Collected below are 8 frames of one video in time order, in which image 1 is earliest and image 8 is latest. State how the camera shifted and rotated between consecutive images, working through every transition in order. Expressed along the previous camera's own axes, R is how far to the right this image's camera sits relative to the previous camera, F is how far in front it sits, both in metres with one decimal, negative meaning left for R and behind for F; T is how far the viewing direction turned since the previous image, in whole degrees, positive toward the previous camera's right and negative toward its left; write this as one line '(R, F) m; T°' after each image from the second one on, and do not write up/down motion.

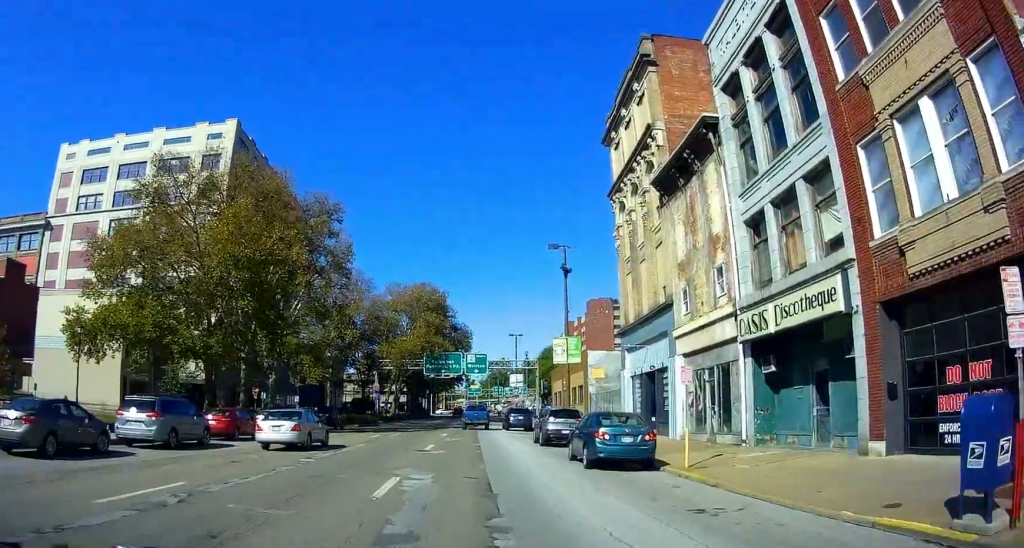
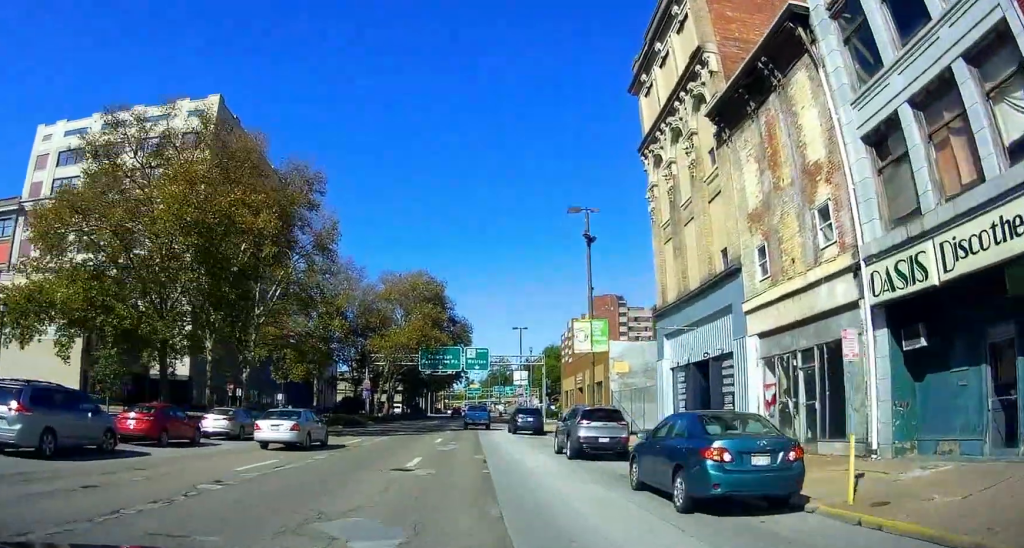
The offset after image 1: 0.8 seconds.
(+0.2, +7.3) m; -1°
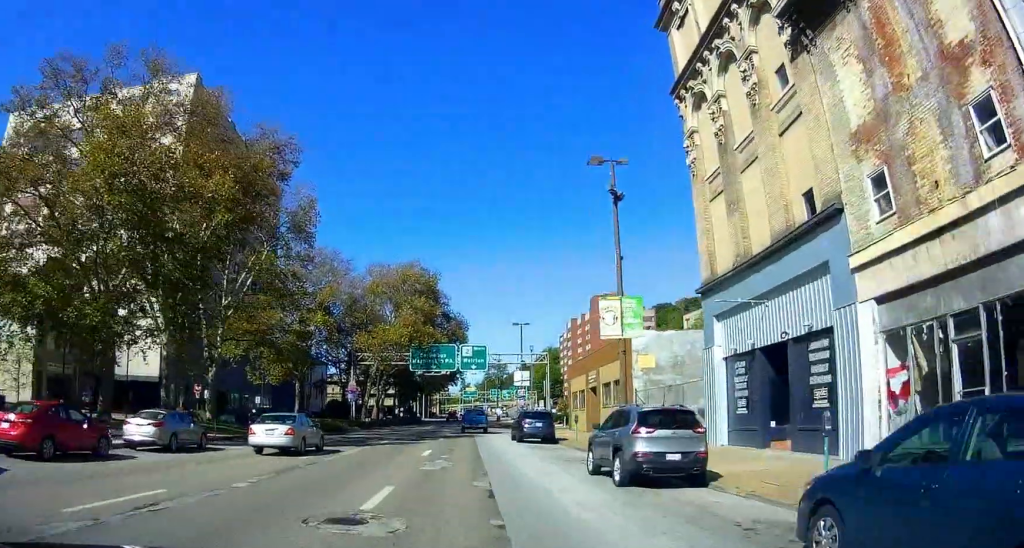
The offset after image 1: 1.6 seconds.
(-0.1, +6.9) m; -2°
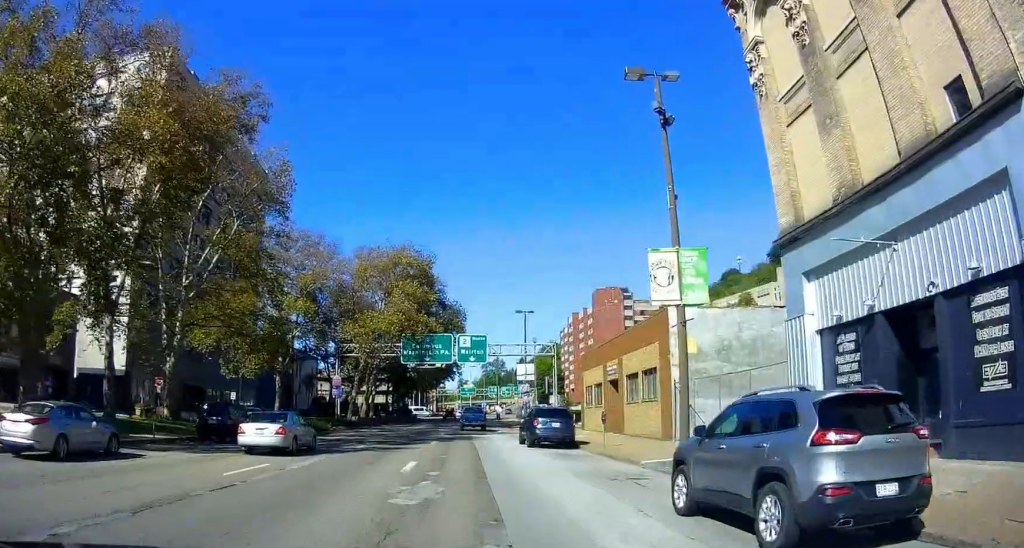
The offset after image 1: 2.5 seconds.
(-0.3, +7.0) m; 0°
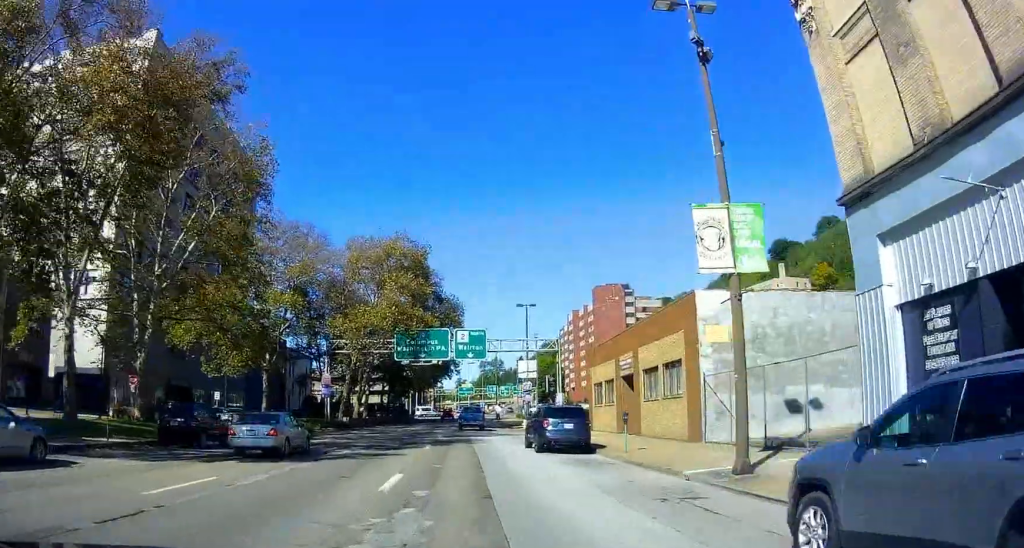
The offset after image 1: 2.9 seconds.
(+0.3, +3.7) m; 0°
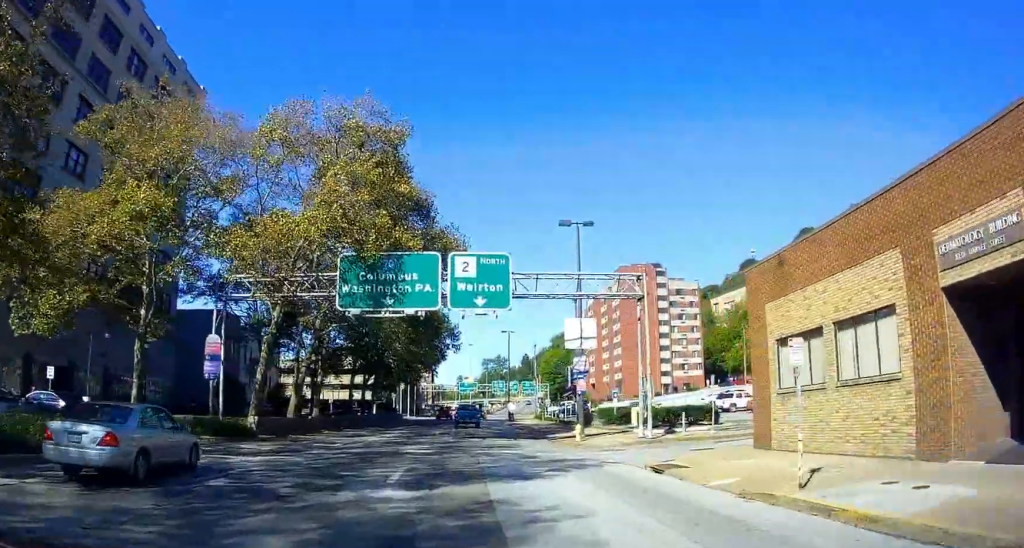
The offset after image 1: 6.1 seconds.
(+0.8, +25.2) m; +1°
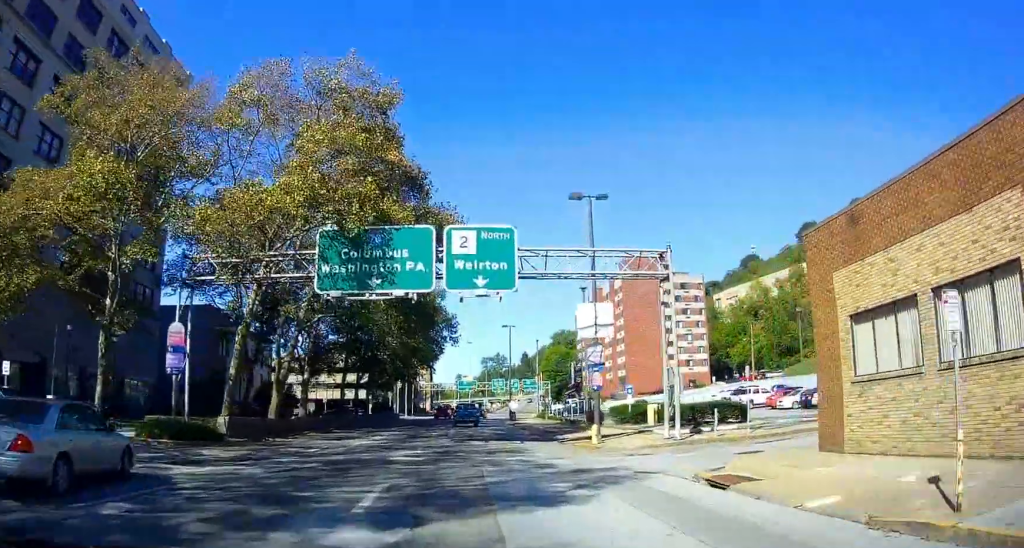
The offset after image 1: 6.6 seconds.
(-0.1, +3.9) m; -1°
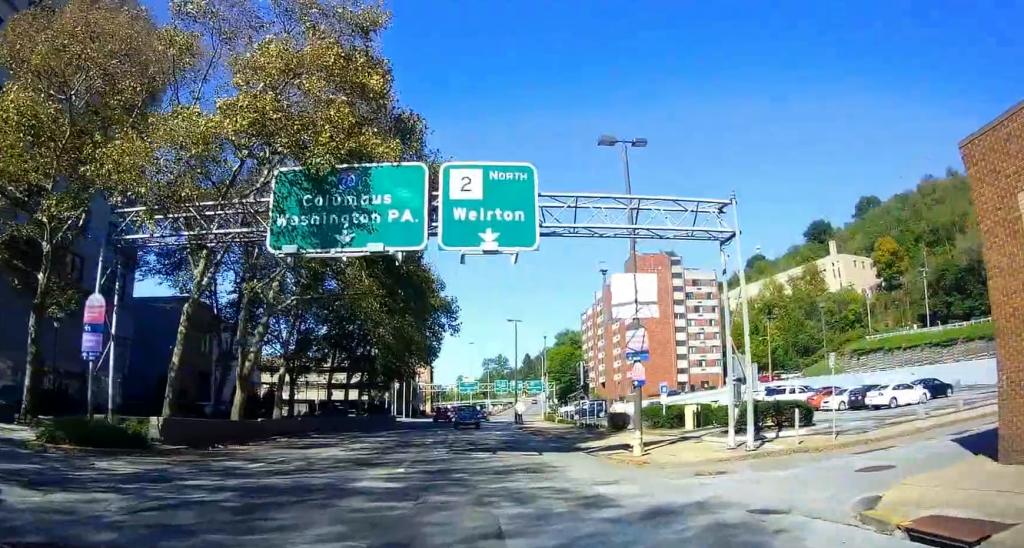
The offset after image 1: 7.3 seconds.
(-0.5, +6.5) m; 0°
